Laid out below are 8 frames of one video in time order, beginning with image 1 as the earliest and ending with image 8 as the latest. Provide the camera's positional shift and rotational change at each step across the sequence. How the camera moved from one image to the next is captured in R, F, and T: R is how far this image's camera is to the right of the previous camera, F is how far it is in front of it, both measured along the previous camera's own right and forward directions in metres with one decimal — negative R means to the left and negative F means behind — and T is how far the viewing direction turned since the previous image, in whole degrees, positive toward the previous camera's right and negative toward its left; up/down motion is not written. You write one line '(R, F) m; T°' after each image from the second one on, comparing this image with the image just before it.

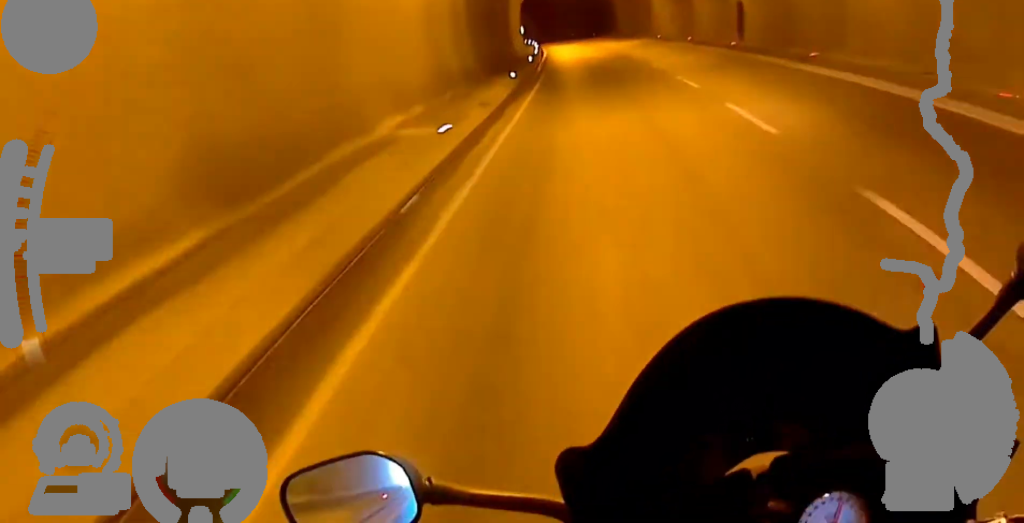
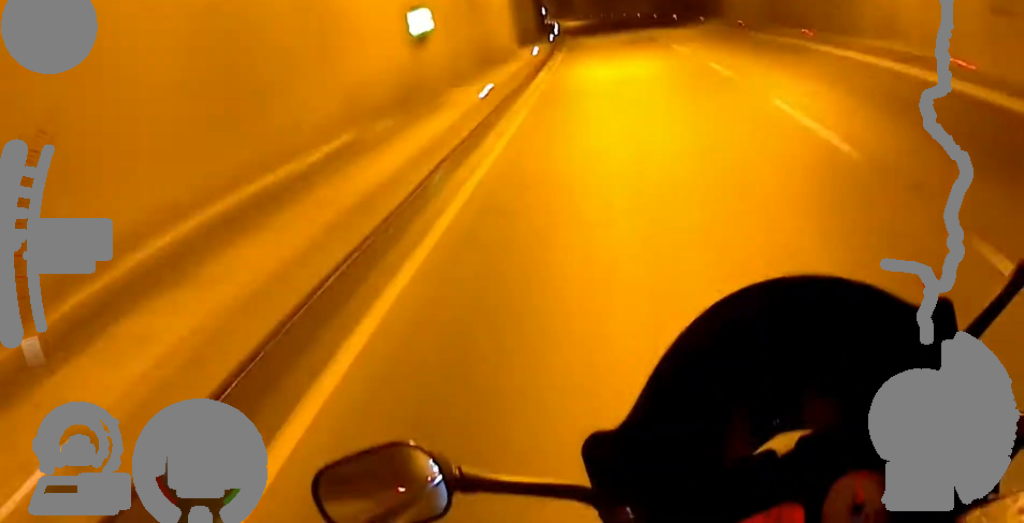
(-0.4, +33.3) m; -1°
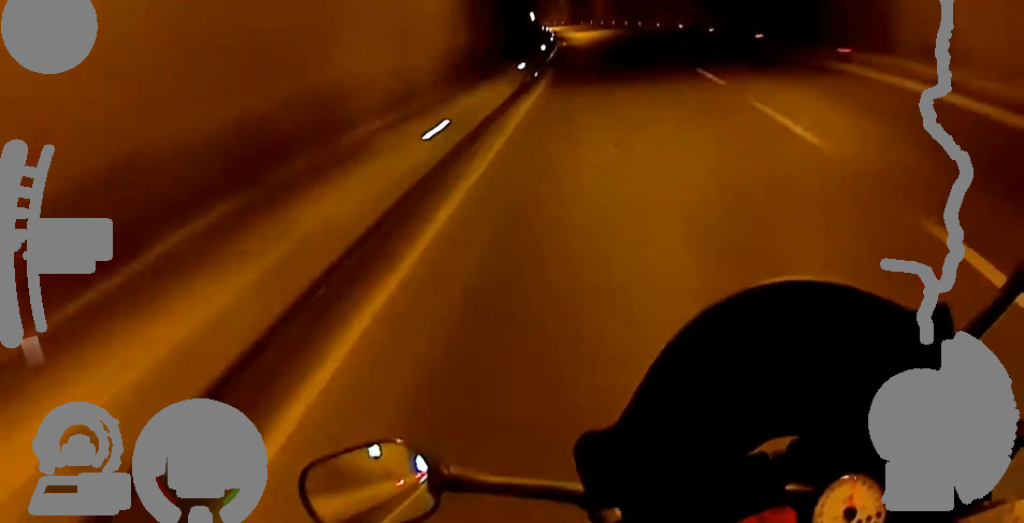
(0.0, +22.6) m; 0°
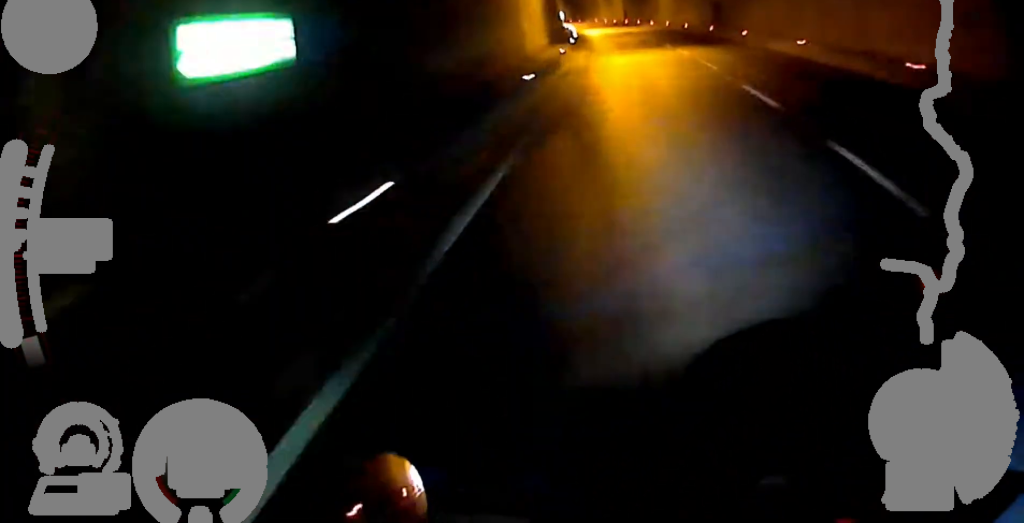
(0.0, +28.2) m; 0°
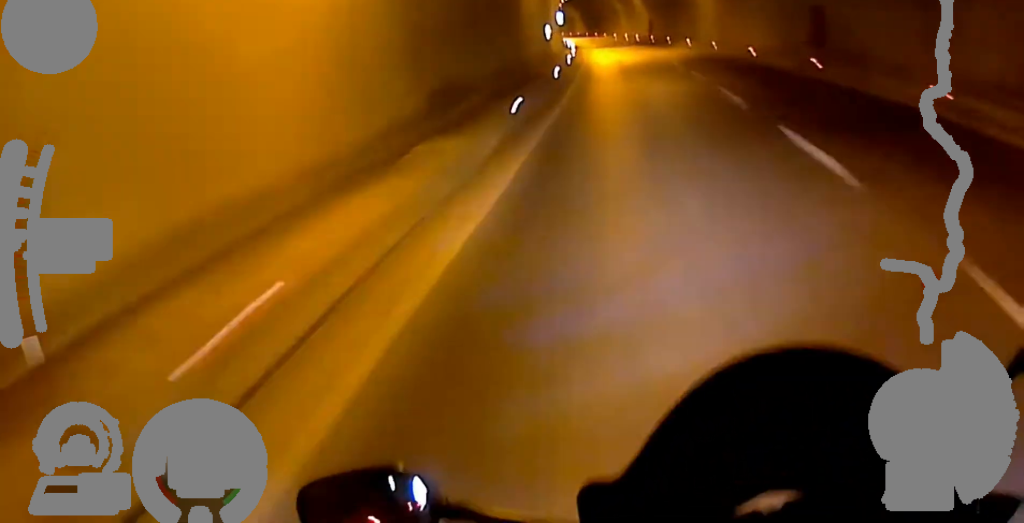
(0.0, +20.7) m; 0°
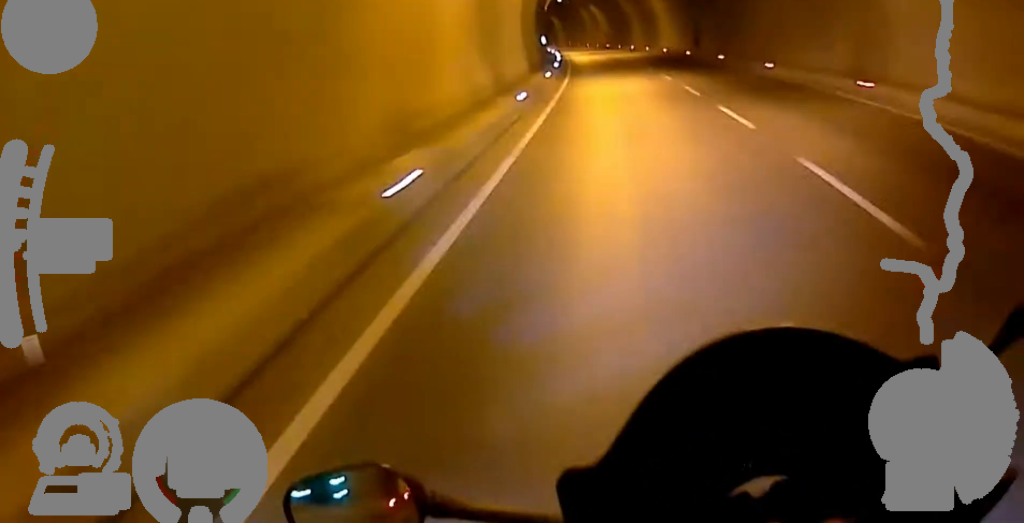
(0.0, +79.9) m; 0°
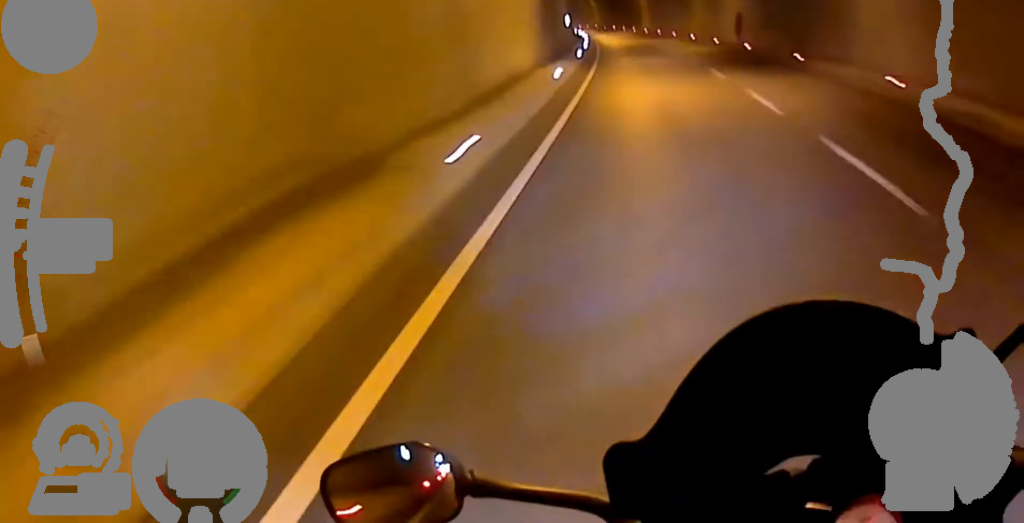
(+0.1, +50.7) m; 0°
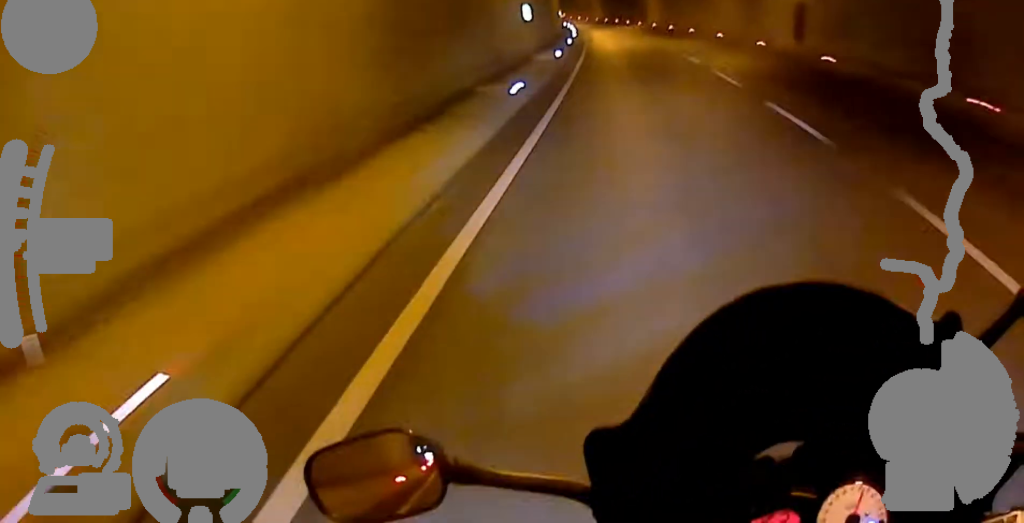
(0.0, +12.4) m; 0°
